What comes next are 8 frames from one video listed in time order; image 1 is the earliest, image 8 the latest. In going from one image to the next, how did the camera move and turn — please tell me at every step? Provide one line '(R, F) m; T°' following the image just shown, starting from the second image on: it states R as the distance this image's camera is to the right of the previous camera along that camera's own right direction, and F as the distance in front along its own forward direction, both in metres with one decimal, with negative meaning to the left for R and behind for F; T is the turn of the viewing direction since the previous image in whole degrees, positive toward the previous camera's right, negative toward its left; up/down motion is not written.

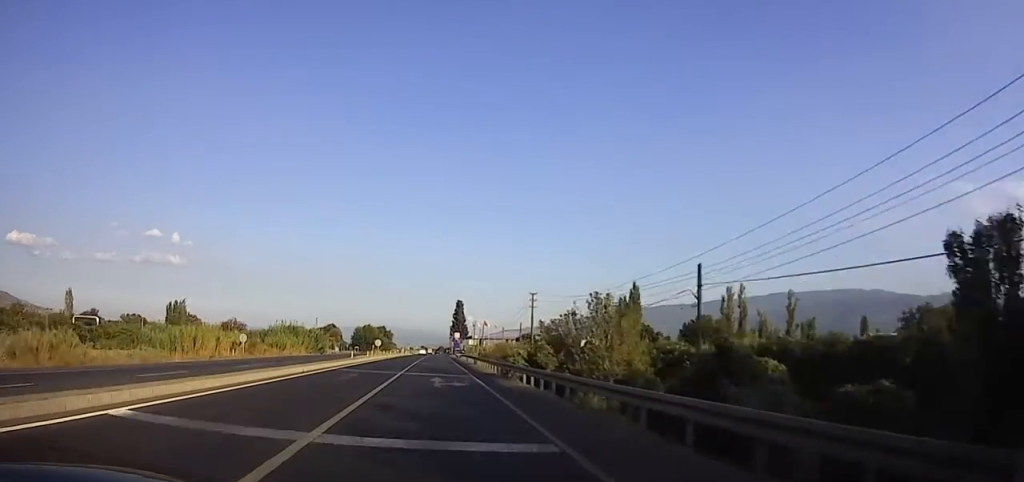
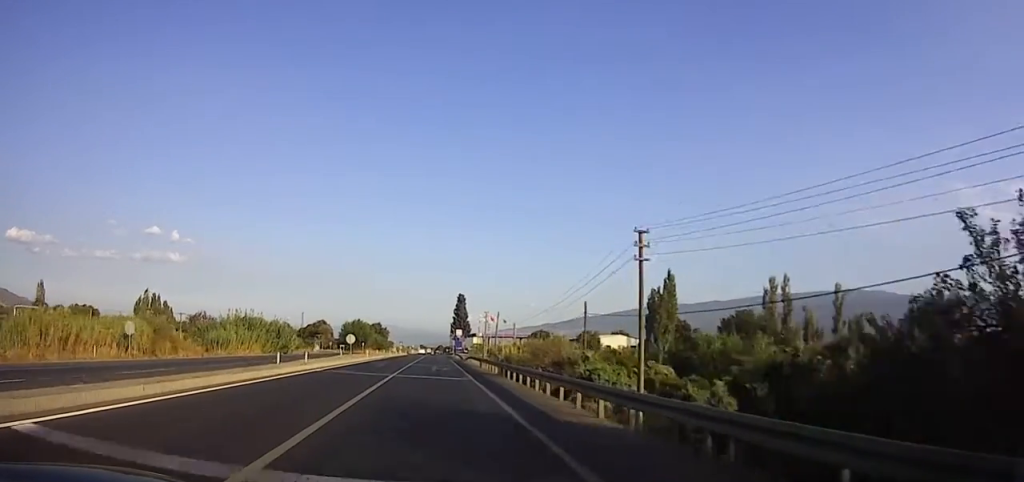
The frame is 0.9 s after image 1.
(+0.7, +23.6) m; 0°
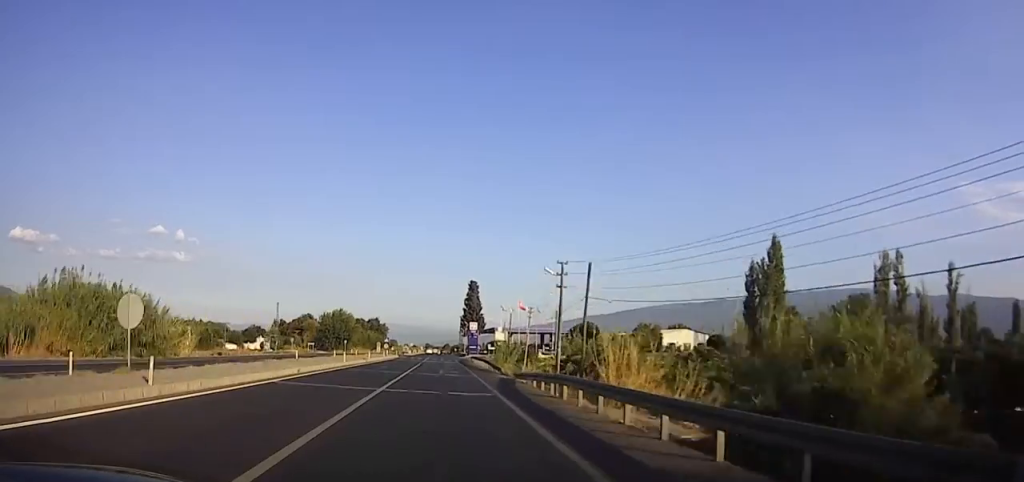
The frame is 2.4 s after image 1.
(-0.3, +40.0) m; +1°
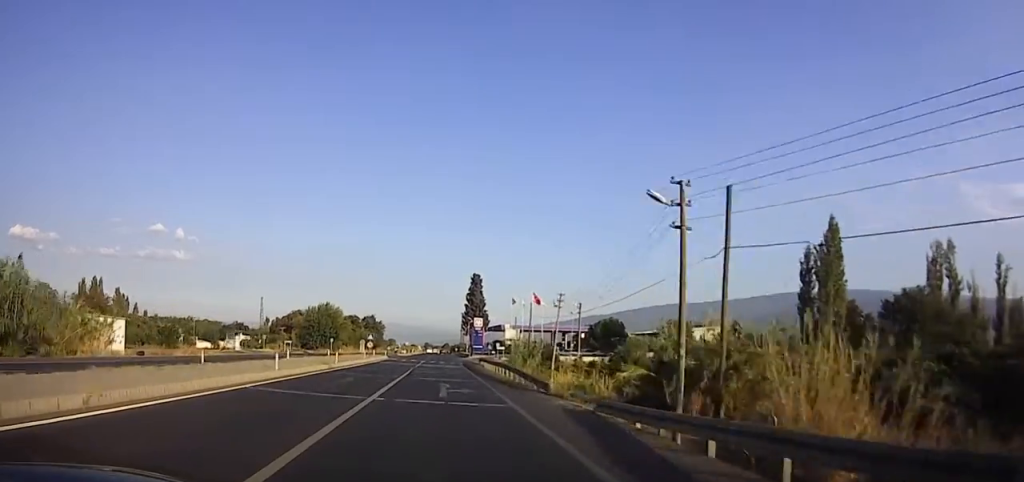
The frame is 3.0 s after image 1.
(+0.2, +15.0) m; +1°
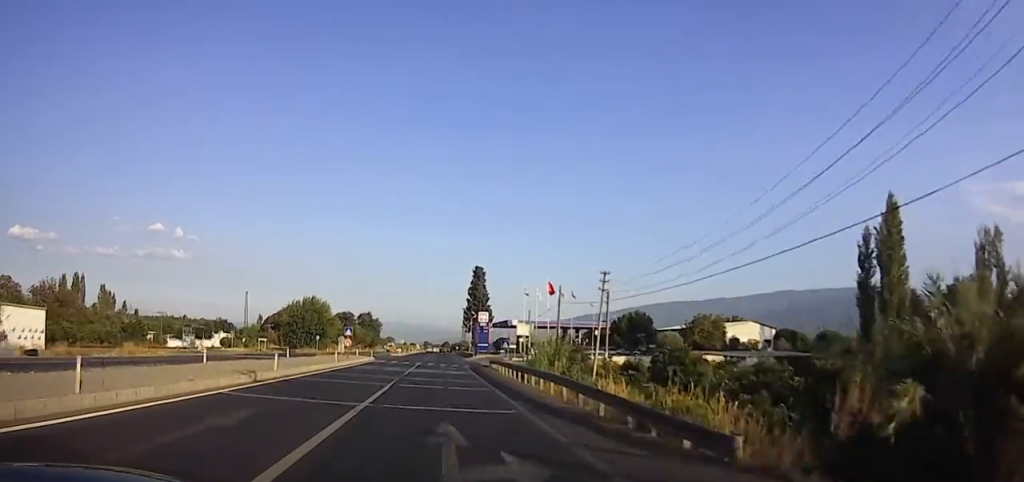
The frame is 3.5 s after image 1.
(0.0, +12.5) m; -1°
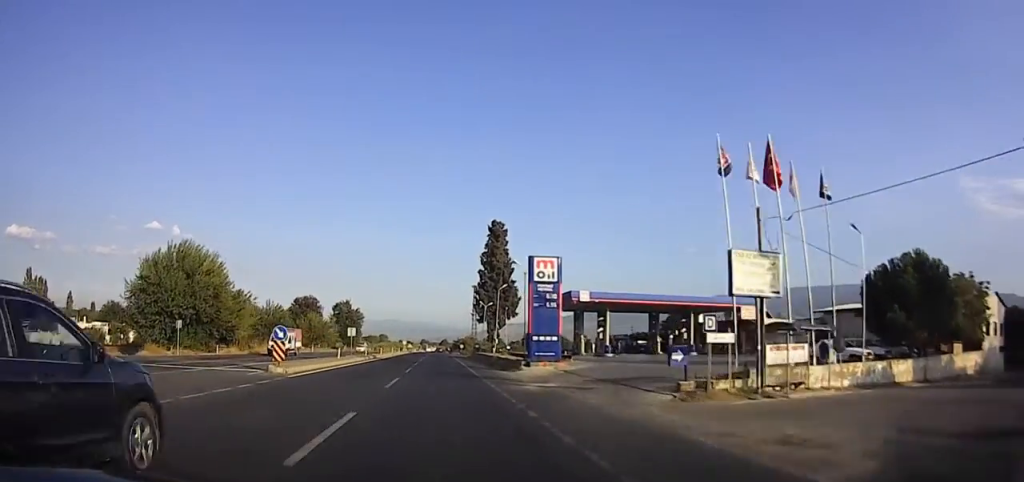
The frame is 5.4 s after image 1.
(-1.3, +51.6) m; +1°
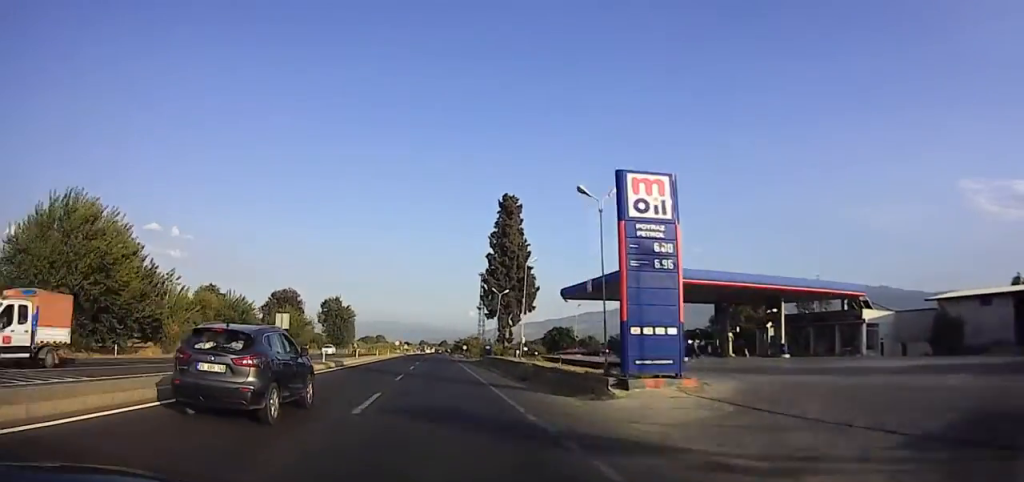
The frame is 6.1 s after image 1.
(+0.5, +17.8) m; +2°
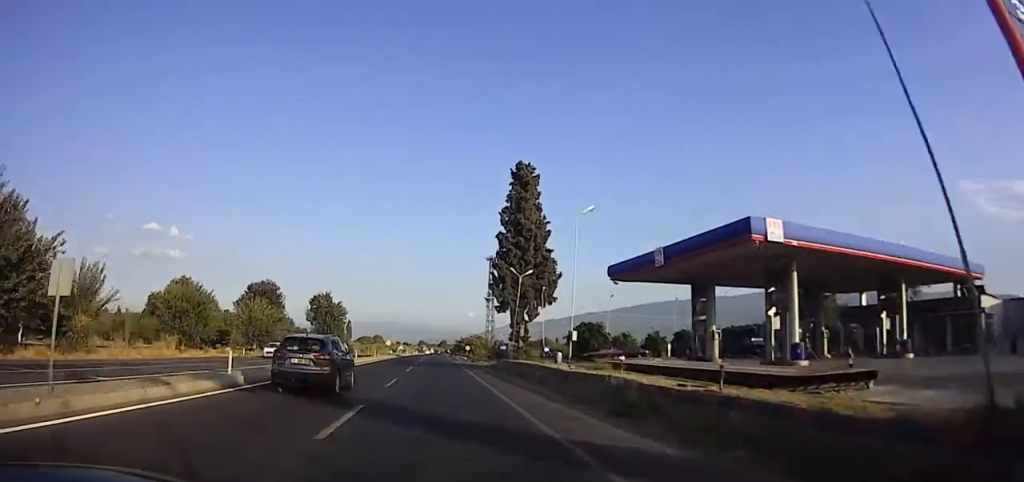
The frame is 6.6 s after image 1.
(+0.4, +14.2) m; -2°
